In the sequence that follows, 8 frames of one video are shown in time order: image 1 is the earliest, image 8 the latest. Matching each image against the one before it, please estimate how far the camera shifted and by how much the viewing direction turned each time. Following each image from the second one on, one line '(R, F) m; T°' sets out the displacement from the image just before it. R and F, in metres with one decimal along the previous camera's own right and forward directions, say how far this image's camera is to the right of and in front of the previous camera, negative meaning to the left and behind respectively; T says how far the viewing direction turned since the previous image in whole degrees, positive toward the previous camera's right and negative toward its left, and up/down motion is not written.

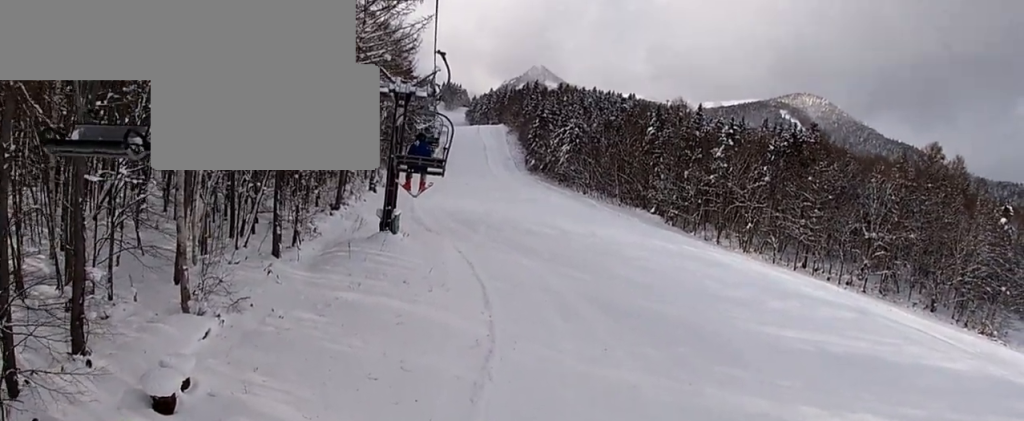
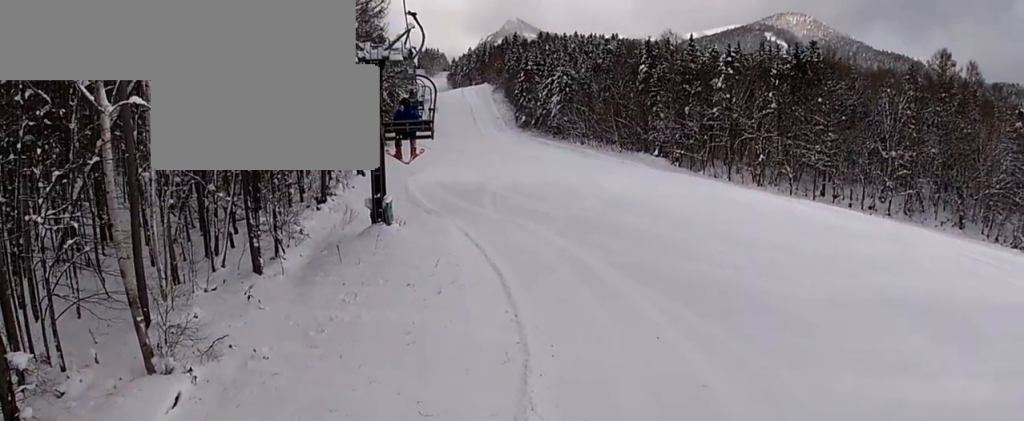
(0.0, +3.6) m; +5°
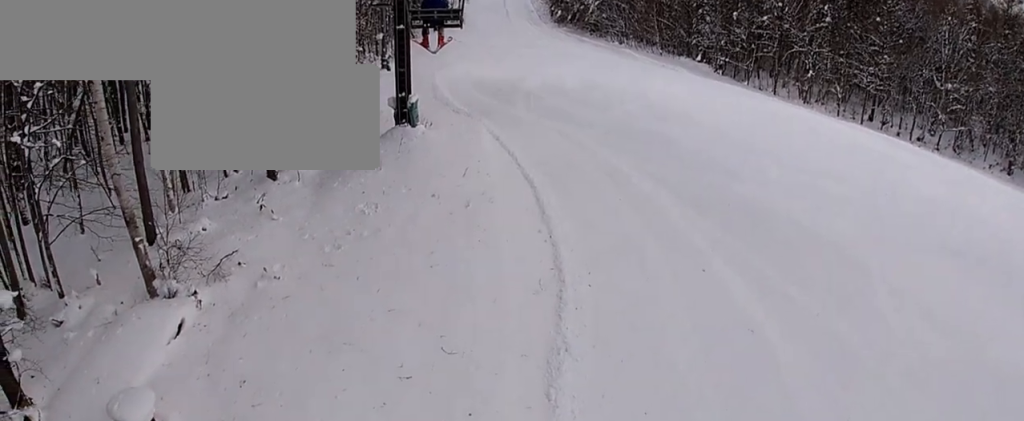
(+0.1, +1.5) m; +9°
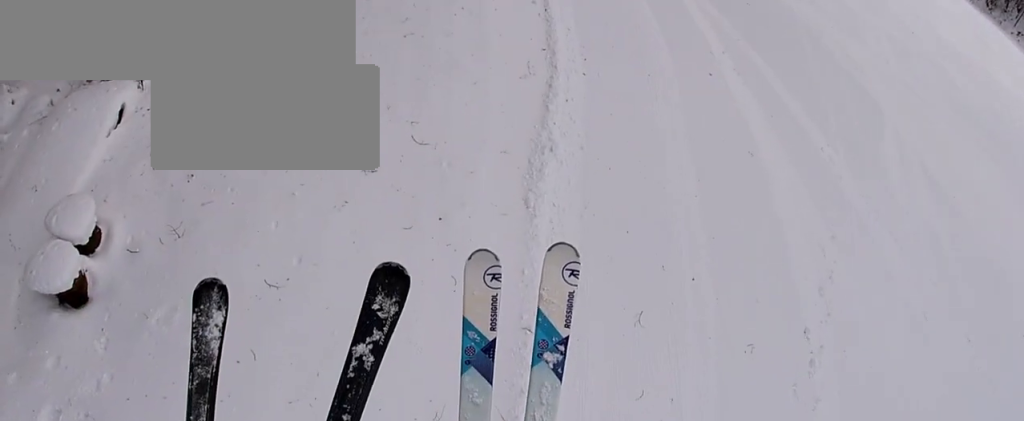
(+0.1, +1.0) m; +6°
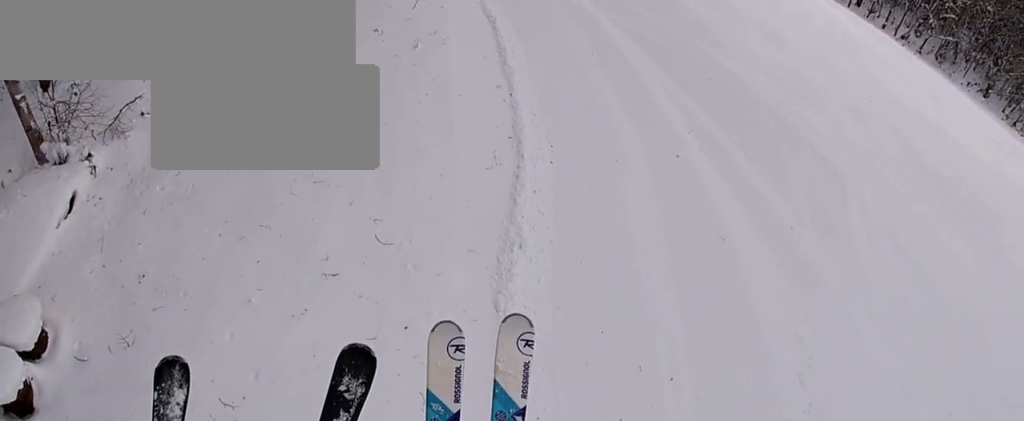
(0.0, +0.8) m; 0°
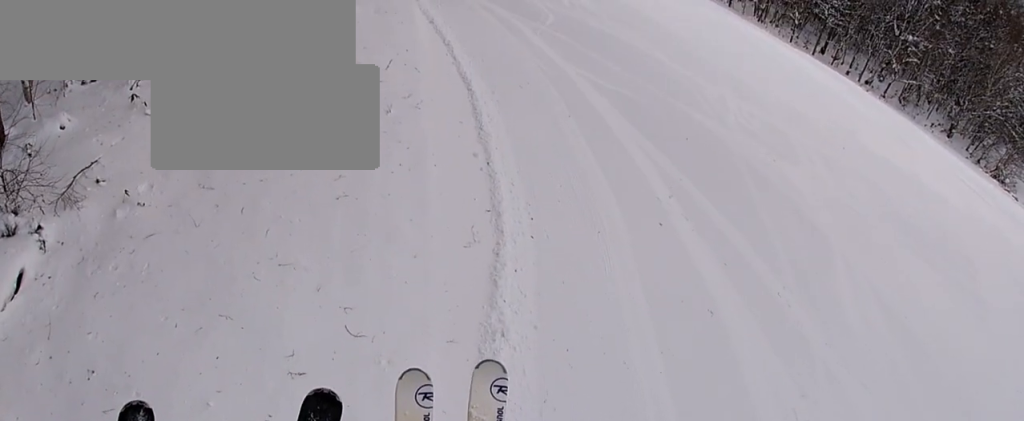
(0.0, +1.0) m; -2°
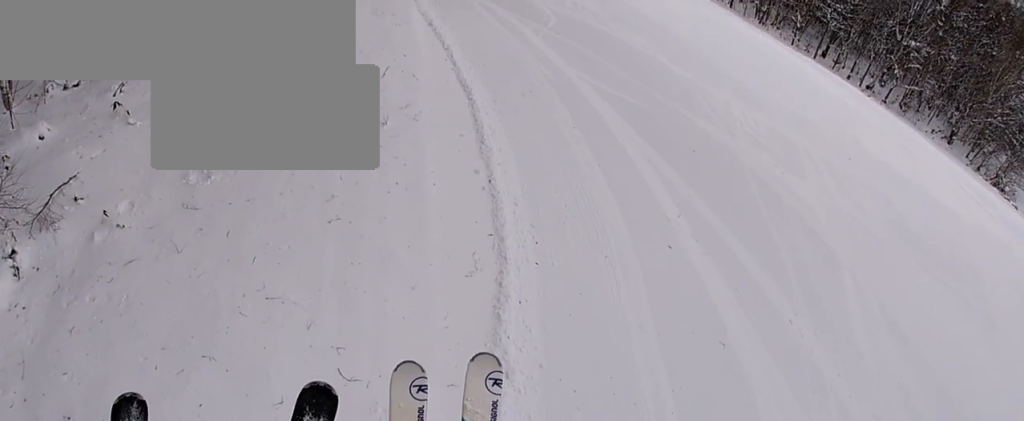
(0.0, +0.9) m; -6°
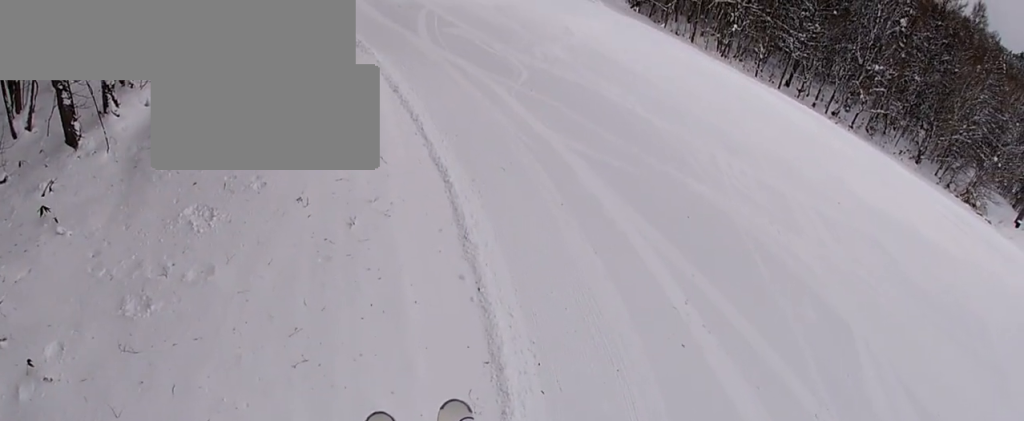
(-0.3, +2.1) m; -12°
